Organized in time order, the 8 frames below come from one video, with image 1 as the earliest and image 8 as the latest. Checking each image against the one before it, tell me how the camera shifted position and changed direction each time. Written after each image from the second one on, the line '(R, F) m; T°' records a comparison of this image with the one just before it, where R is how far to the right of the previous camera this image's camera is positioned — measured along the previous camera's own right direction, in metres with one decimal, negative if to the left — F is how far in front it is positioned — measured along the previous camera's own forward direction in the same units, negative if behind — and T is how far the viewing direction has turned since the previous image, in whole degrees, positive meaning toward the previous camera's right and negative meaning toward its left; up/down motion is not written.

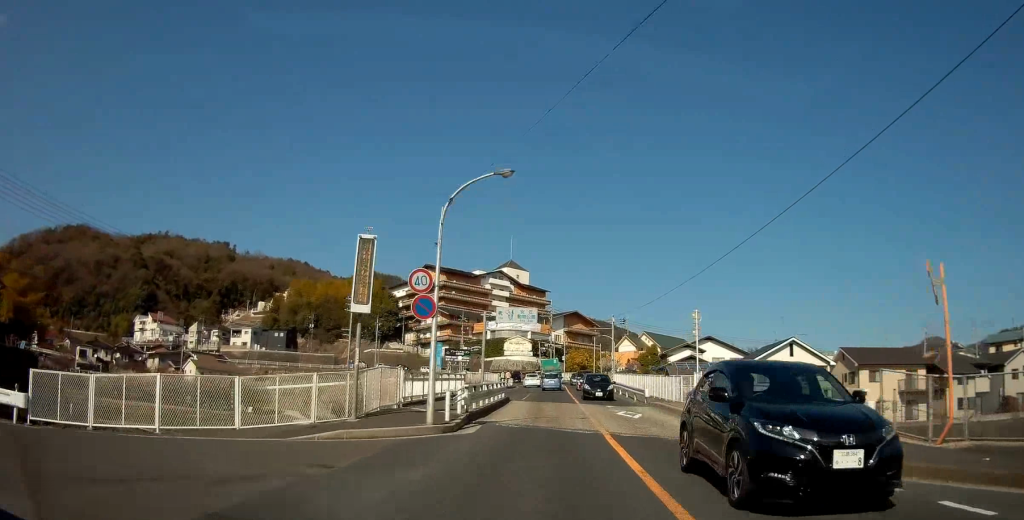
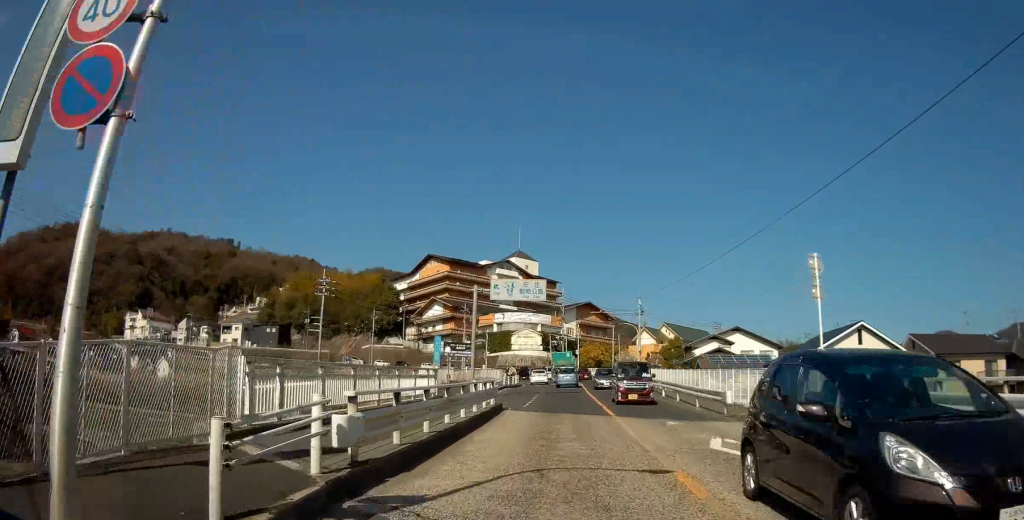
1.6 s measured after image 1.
(-0.4, +11.4) m; +2°
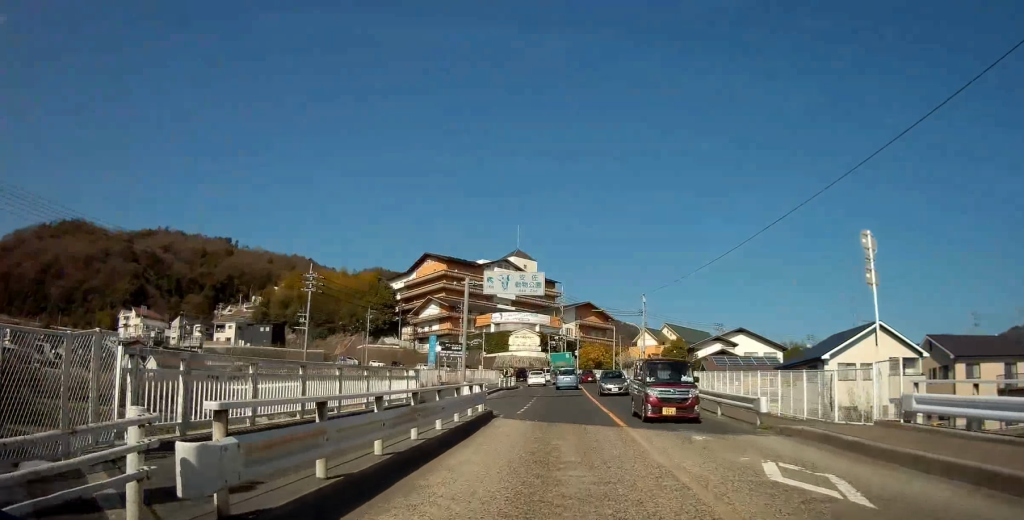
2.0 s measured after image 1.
(+0.1, +3.1) m; +2°
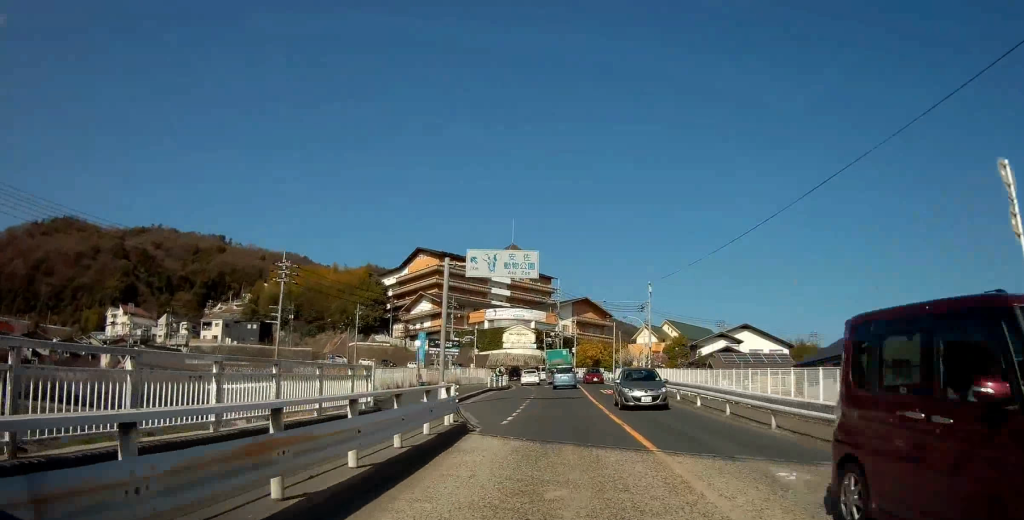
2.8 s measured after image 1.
(+0.1, +5.3) m; -1°
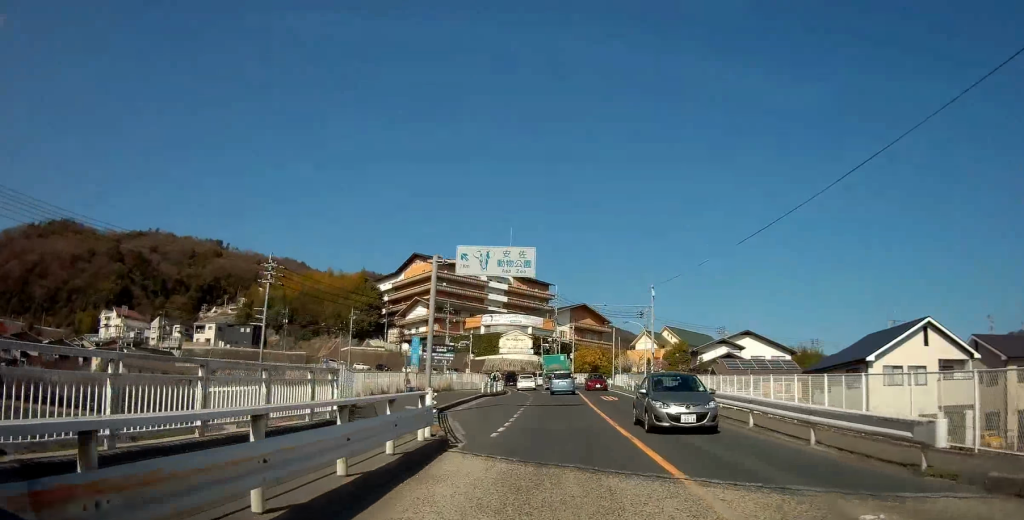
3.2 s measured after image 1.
(0.0, +2.4) m; -1°
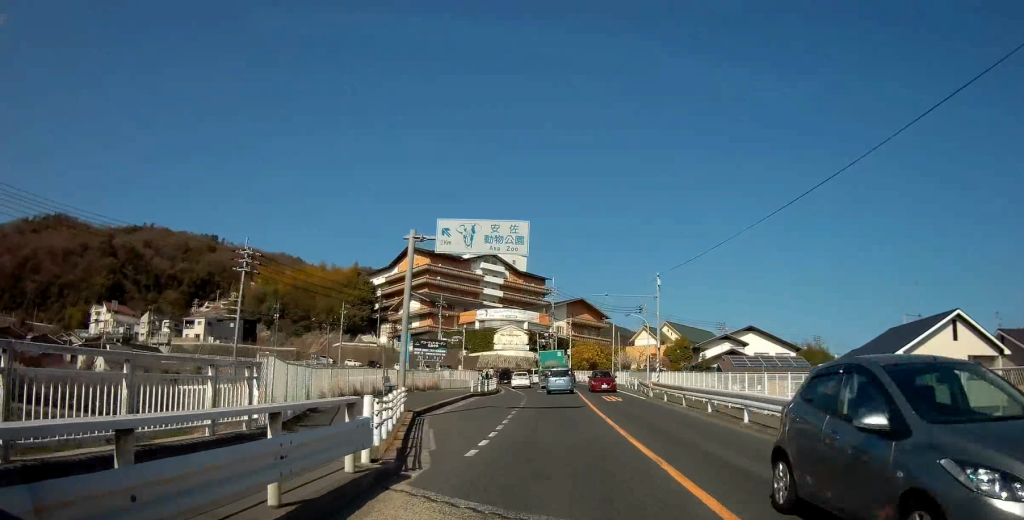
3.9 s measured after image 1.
(-0.1, +3.8) m; -1°
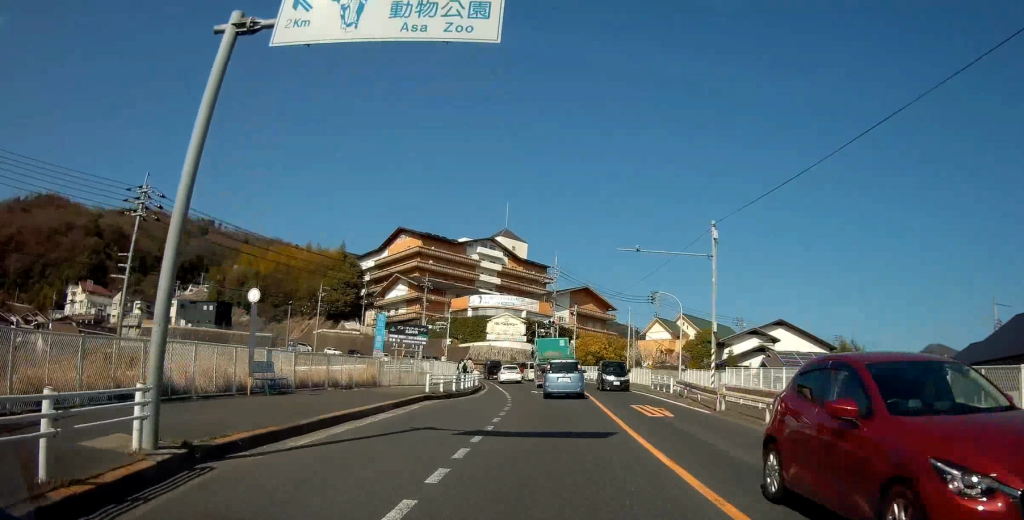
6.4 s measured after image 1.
(+0.6, +12.8) m; +6°
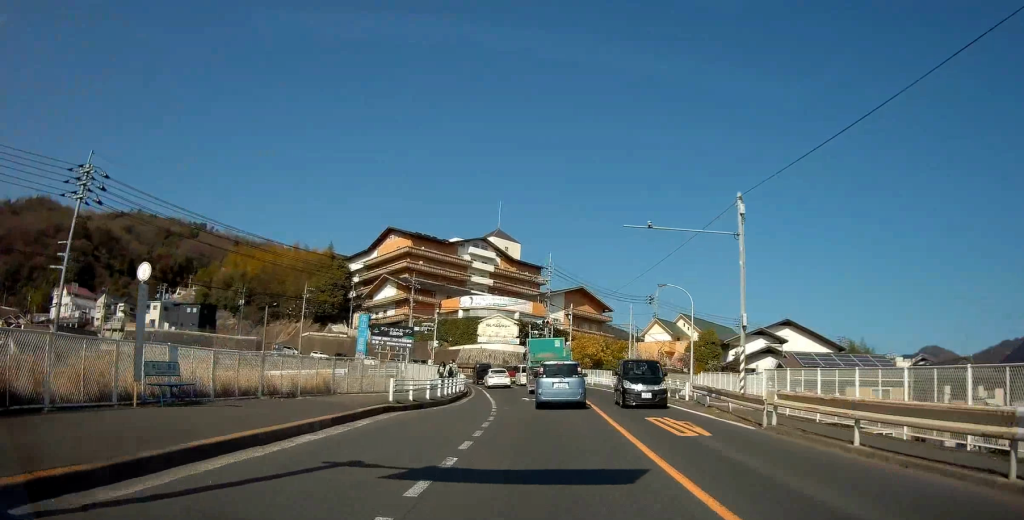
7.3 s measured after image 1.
(+0.1, +4.6) m; -3°
